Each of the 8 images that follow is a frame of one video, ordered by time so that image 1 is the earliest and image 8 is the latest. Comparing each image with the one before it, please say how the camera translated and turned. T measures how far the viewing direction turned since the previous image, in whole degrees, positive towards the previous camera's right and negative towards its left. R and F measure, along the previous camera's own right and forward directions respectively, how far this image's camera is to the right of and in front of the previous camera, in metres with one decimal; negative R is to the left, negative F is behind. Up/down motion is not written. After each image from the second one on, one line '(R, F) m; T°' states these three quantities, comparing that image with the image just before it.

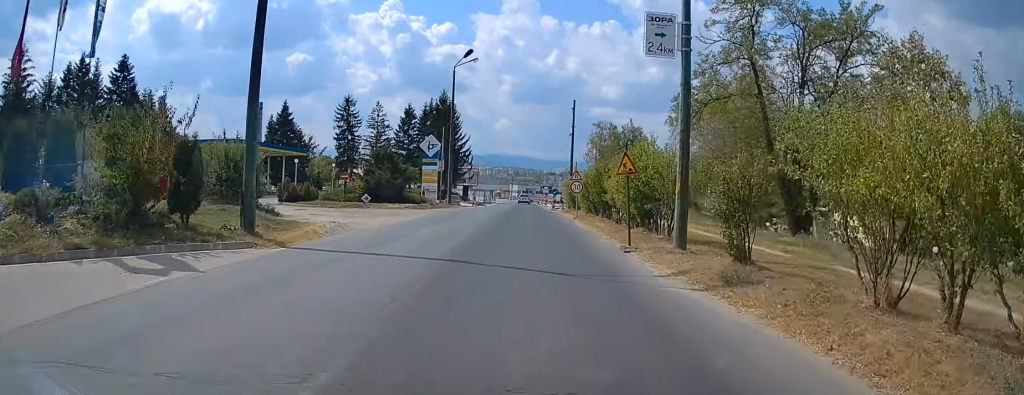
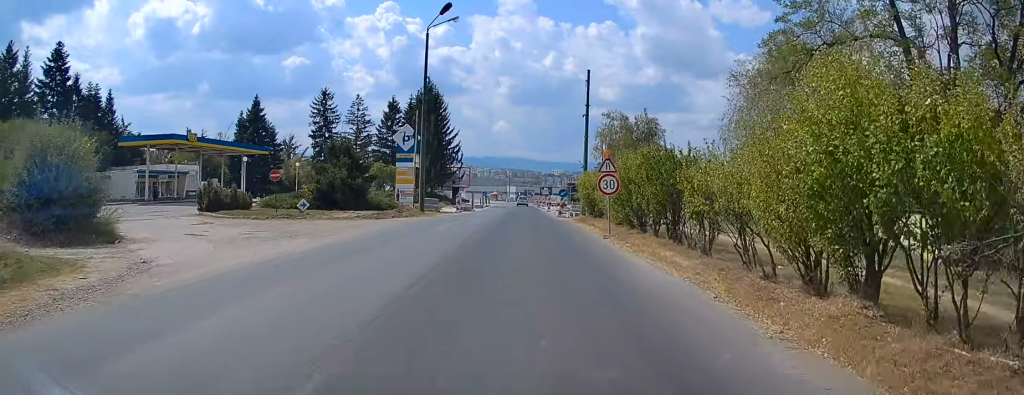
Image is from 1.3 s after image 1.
(0.0, +14.0) m; -1°
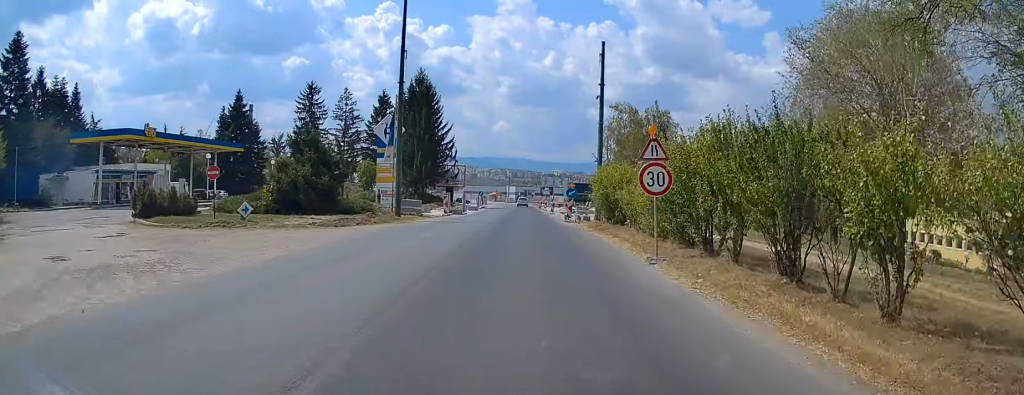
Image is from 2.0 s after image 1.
(-0.1, +7.6) m; 0°
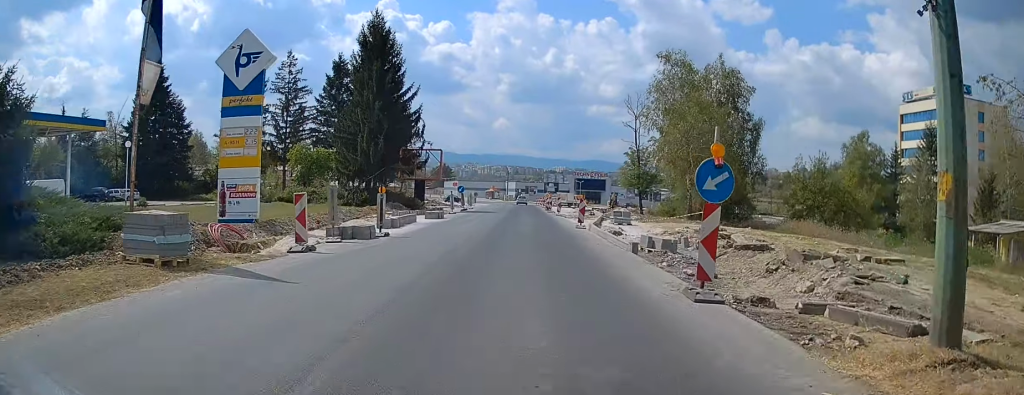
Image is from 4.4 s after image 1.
(+0.2, +26.8) m; 0°
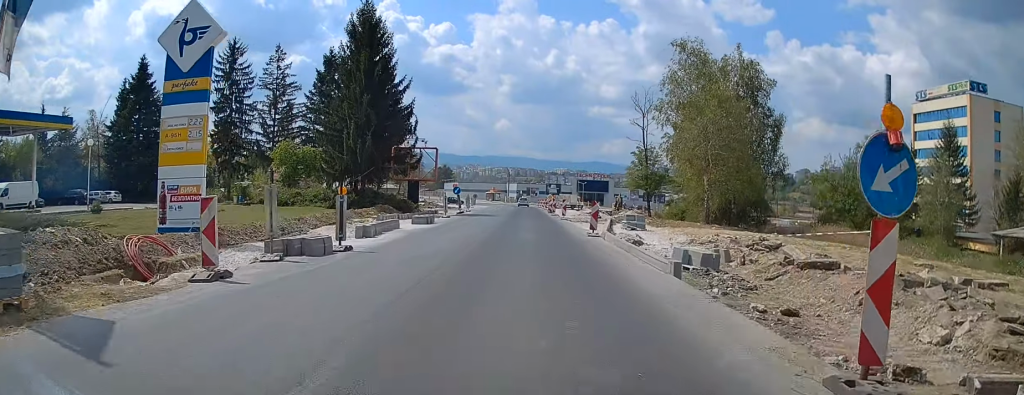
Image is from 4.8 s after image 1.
(-0.1, +4.4) m; 0°
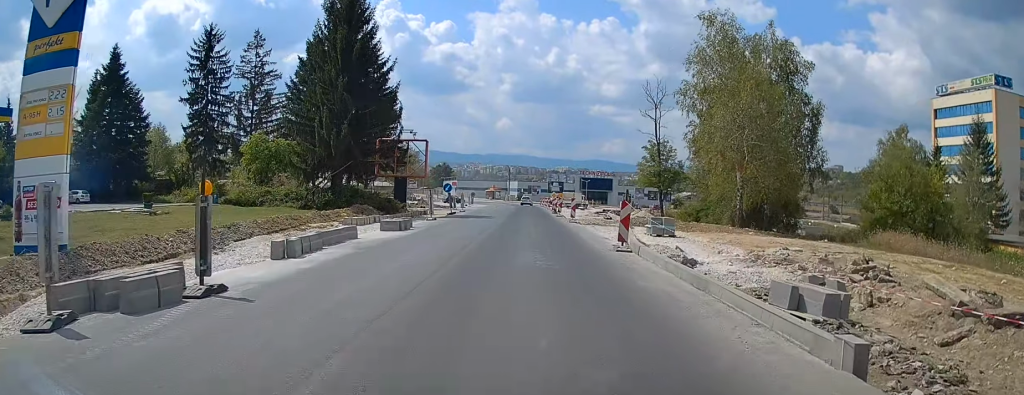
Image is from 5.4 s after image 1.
(+0.2, +6.6) m; +1°
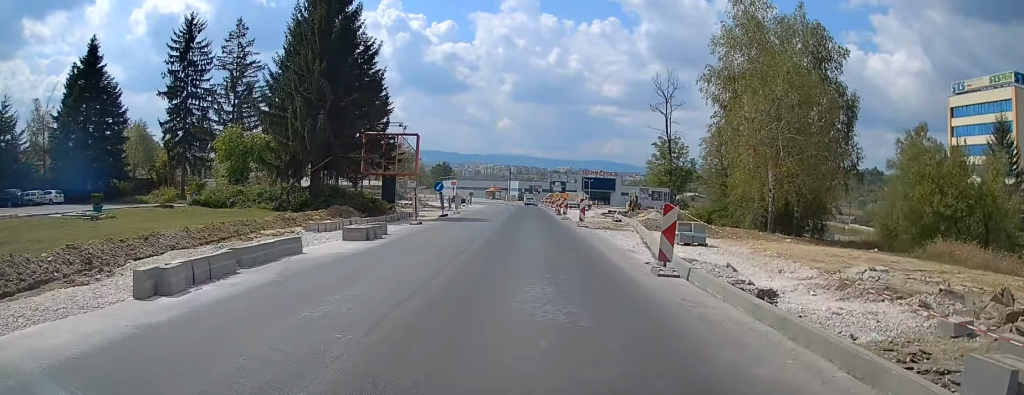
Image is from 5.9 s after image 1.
(+0.1, +4.8) m; 0°
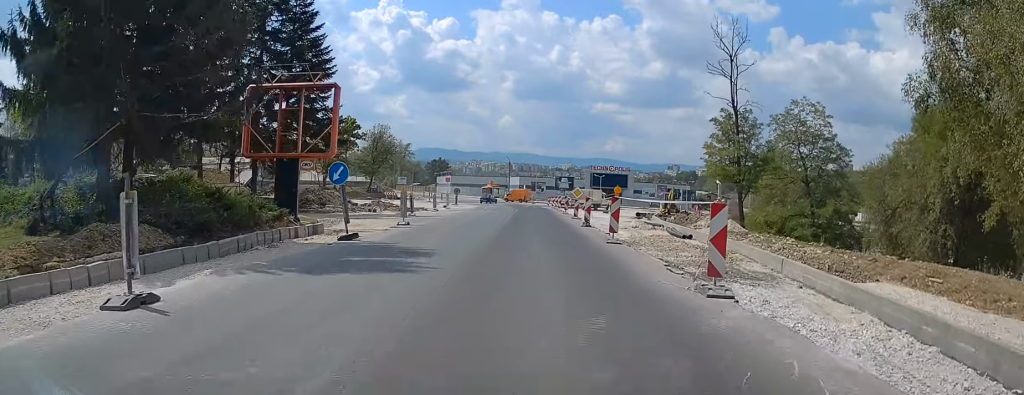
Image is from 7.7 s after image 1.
(-0.3, +21.0) m; -1°
